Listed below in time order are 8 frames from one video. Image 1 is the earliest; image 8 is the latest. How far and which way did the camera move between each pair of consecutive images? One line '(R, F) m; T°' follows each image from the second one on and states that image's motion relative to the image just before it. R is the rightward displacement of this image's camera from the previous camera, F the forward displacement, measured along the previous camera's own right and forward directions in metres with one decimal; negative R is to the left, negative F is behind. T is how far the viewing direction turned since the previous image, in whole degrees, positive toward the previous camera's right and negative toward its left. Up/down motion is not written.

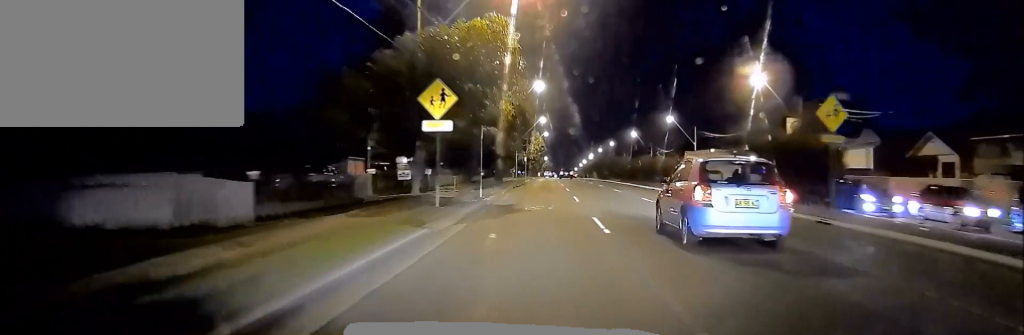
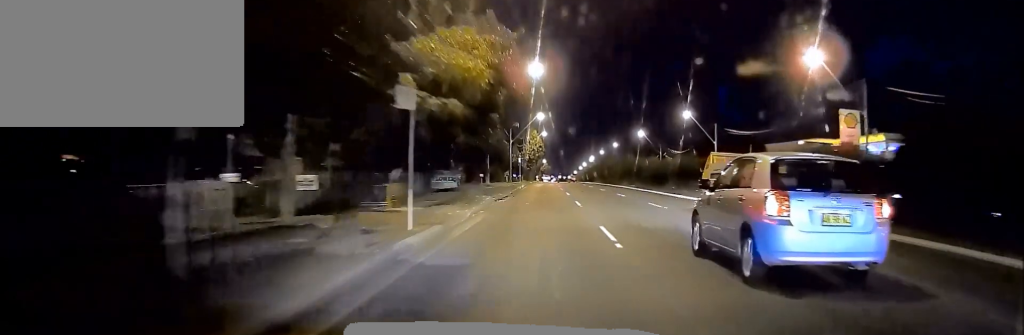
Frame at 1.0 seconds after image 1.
(+0.1, +15.3) m; 0°
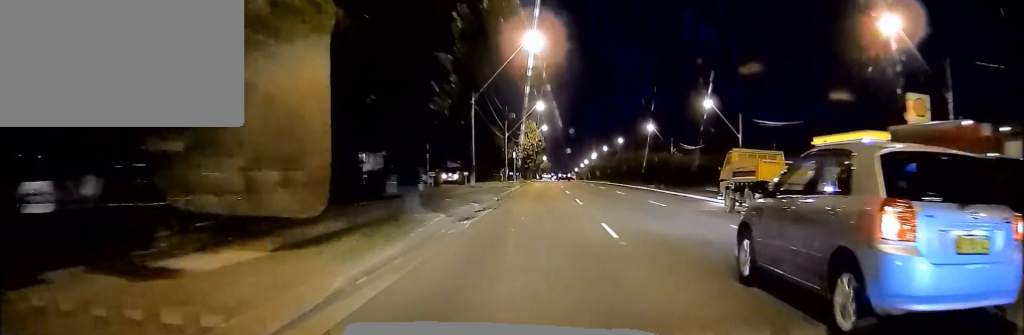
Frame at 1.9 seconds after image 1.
(0.0, +13.1) m; 0°
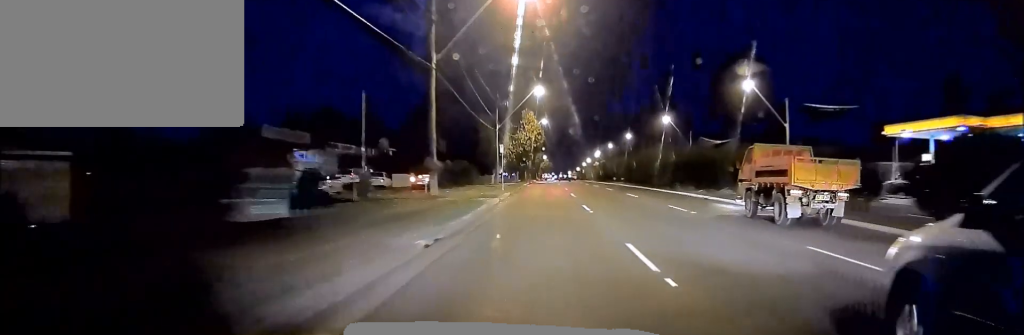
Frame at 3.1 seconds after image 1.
(-0.2, +17.9) m; -1°
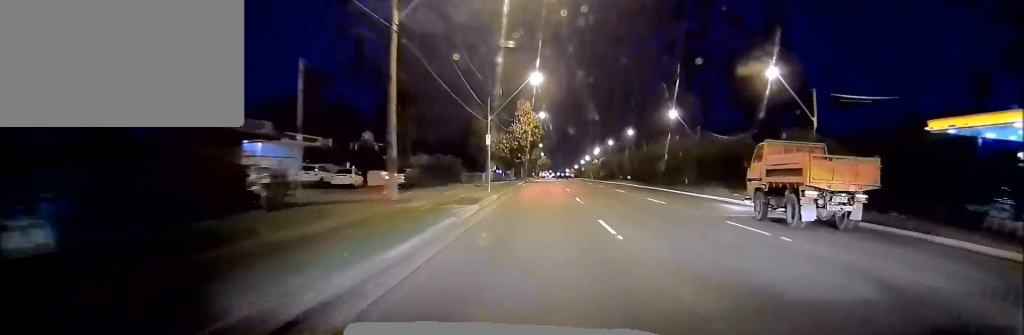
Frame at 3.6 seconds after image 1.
(0.0, +8.3) m; 0°
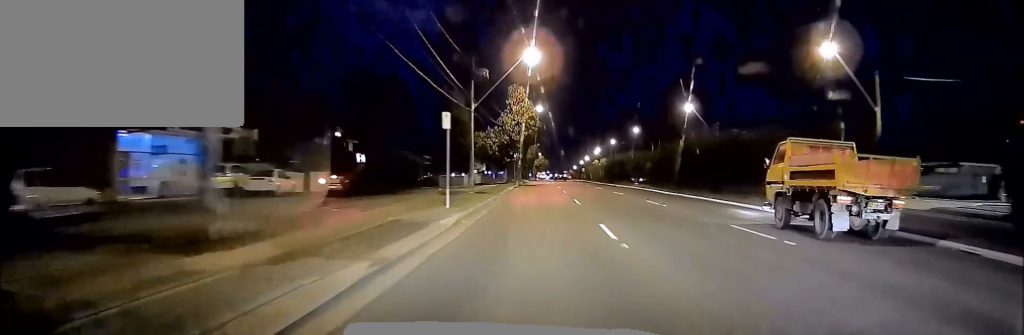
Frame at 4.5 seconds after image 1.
(+0.1, +13.6) m; +1°
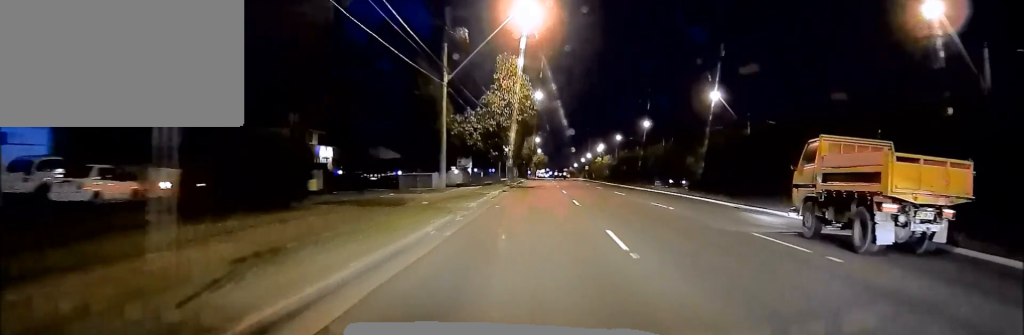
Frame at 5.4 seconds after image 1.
(+0.1, +15.2) m; 0°
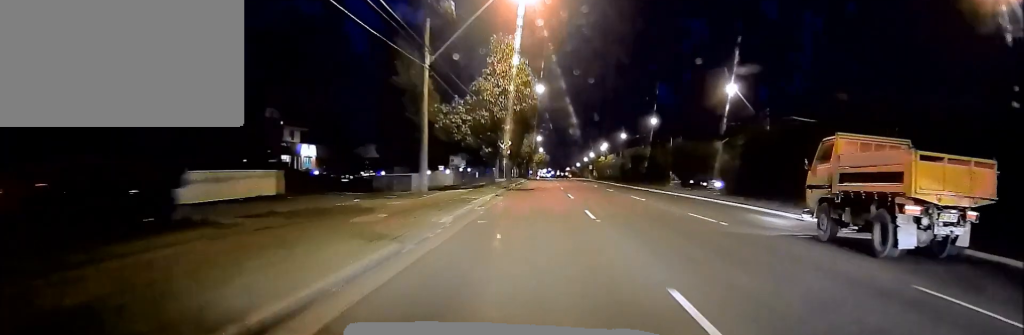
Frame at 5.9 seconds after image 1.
(-0.1, +6.8) m; 0°
